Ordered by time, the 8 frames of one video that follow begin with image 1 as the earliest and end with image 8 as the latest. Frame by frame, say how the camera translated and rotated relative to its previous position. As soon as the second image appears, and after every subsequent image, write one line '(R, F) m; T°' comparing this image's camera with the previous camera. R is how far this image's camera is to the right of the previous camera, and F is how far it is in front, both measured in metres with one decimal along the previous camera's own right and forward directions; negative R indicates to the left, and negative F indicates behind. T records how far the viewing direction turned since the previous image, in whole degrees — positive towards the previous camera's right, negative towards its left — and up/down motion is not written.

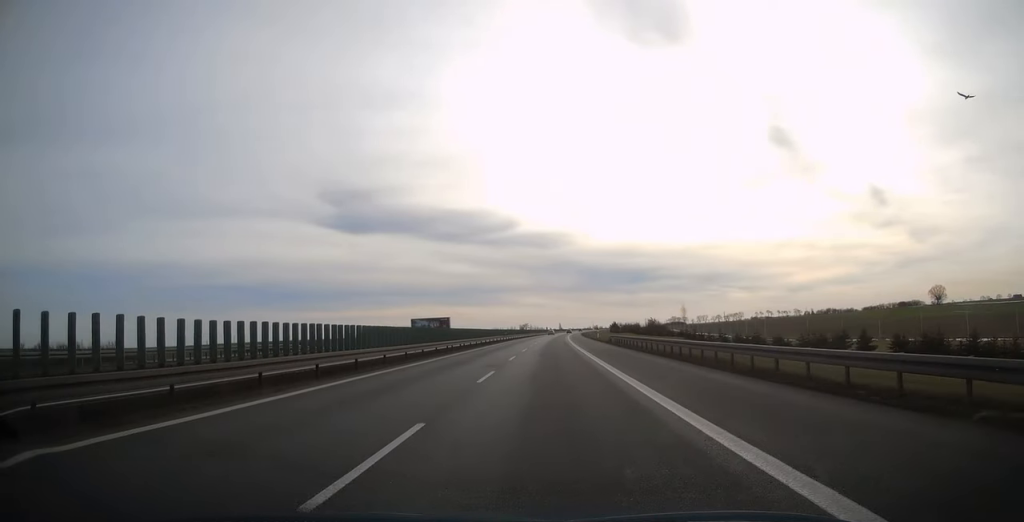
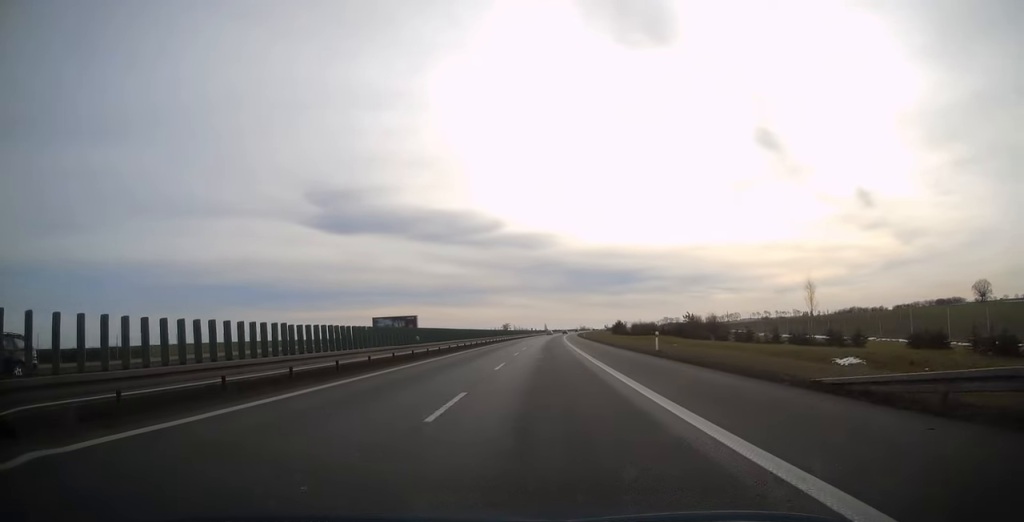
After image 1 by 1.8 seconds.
(+0.3, +53.4) m; +1°
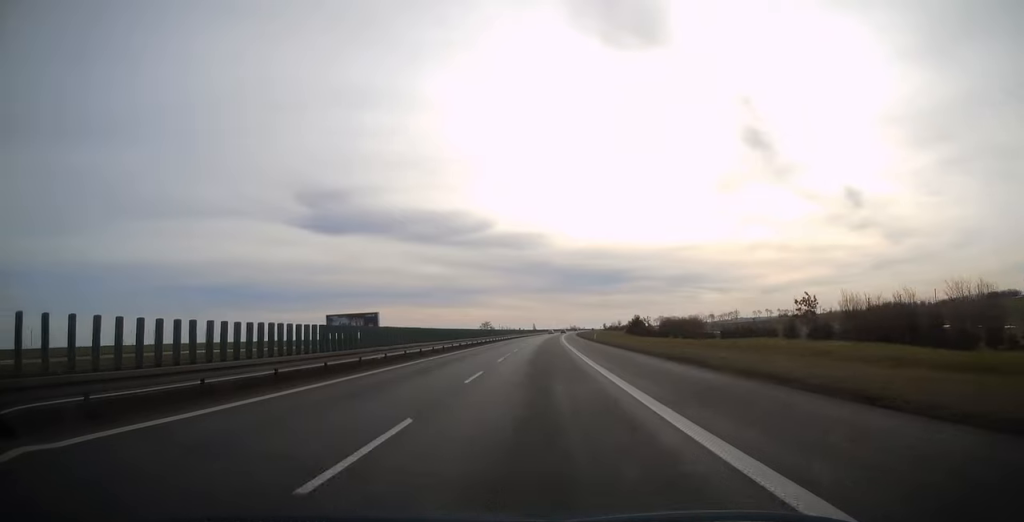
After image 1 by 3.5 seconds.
(+0.8, +52.5) m; +1°
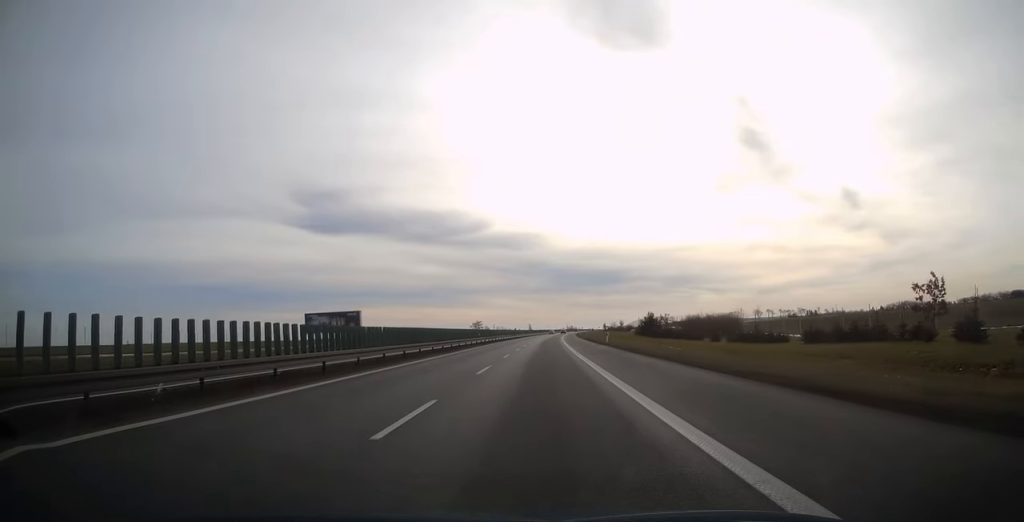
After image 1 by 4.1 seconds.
(+0.1, +19.8) m; 0°
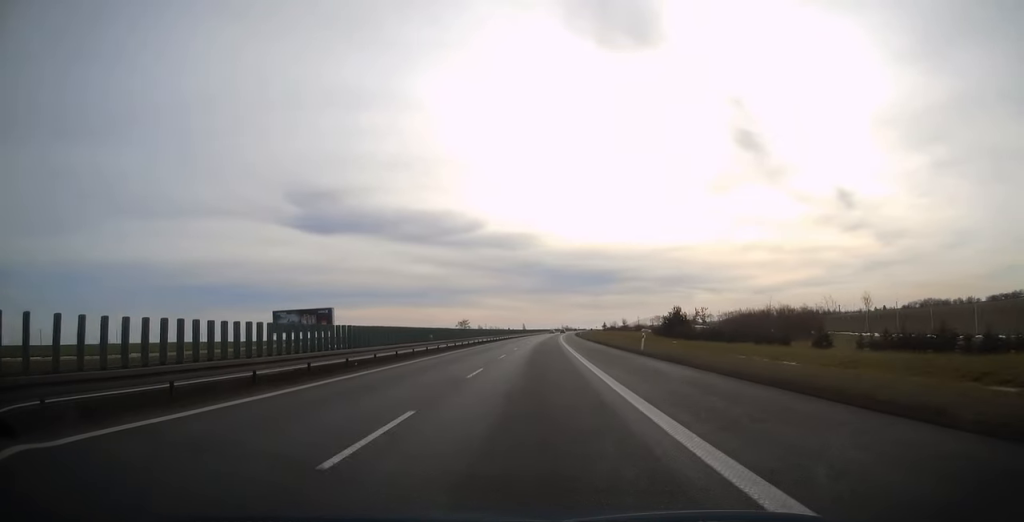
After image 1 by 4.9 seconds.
(0.0, +24.9) m; 0°
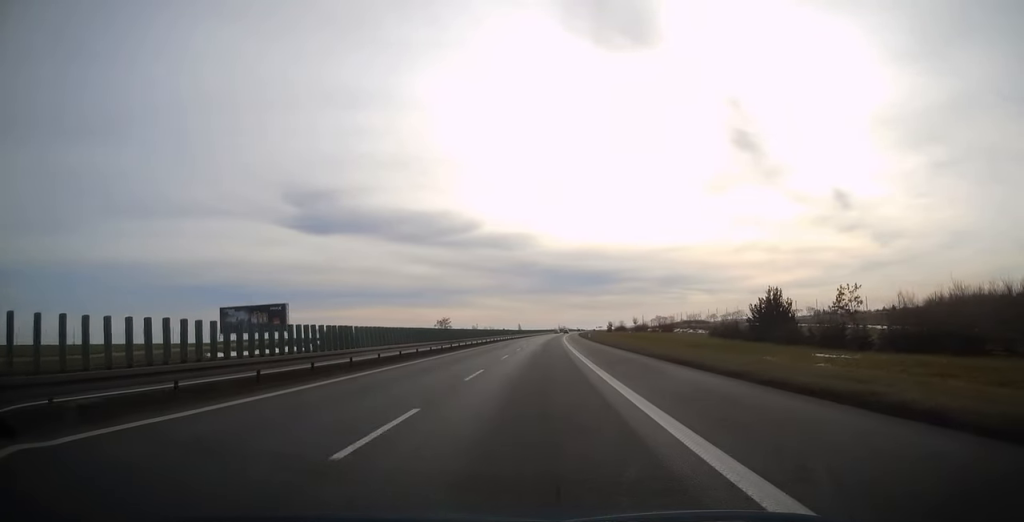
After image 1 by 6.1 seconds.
(+0.2, +35.6) m; +1°
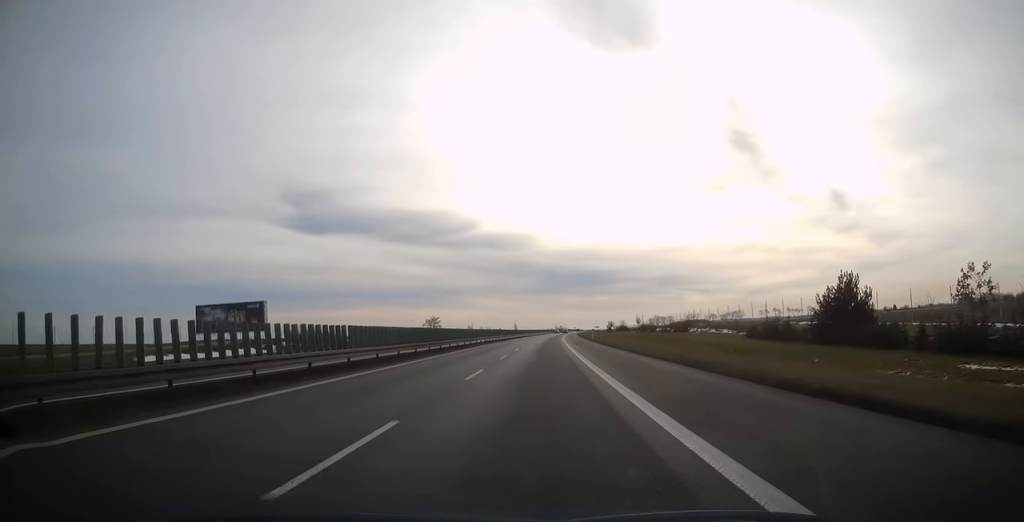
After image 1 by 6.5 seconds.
(+0.1, +12.2) m; 0°
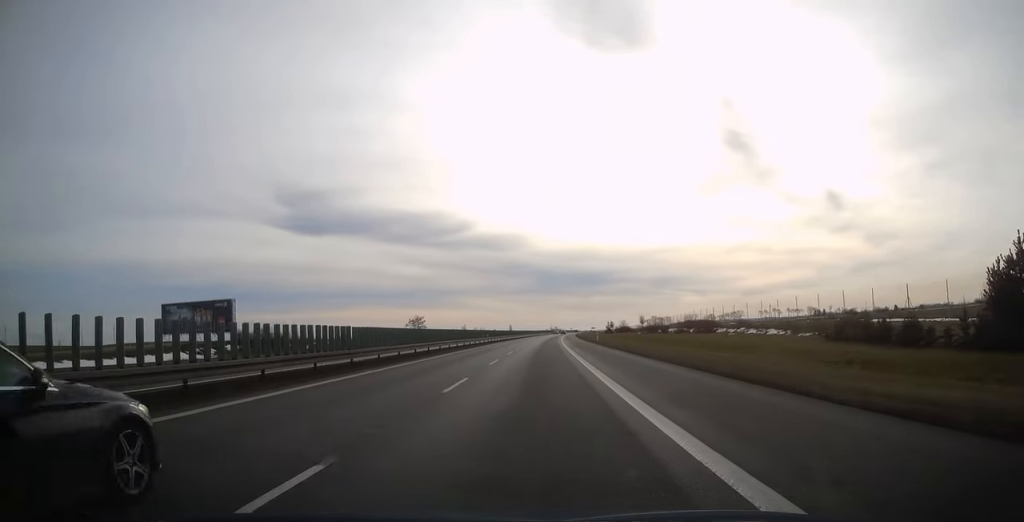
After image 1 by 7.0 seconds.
(0.0, +15.3) m; 0°
